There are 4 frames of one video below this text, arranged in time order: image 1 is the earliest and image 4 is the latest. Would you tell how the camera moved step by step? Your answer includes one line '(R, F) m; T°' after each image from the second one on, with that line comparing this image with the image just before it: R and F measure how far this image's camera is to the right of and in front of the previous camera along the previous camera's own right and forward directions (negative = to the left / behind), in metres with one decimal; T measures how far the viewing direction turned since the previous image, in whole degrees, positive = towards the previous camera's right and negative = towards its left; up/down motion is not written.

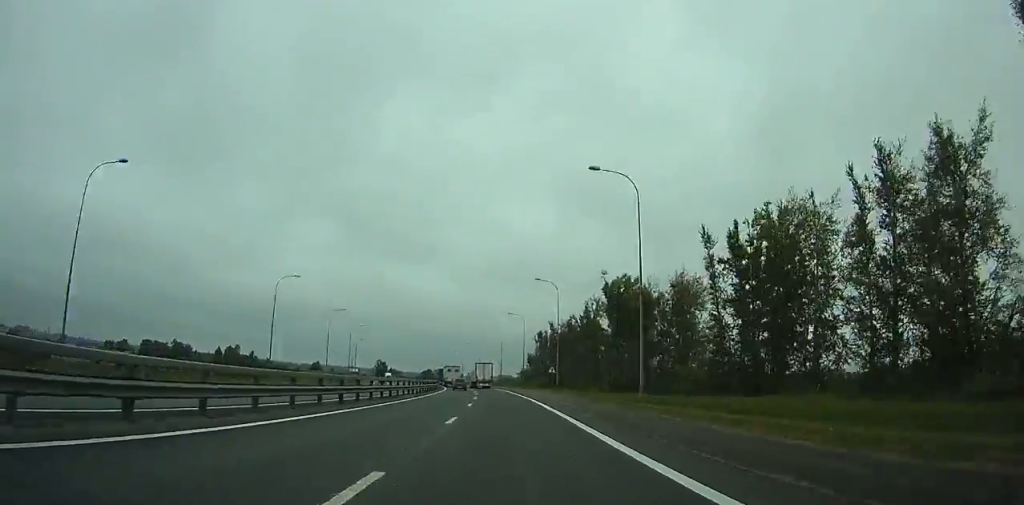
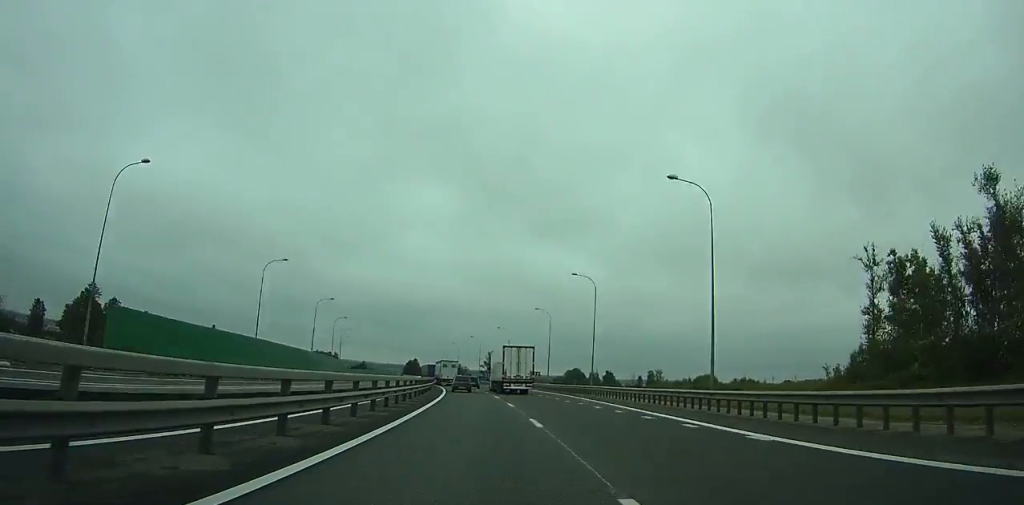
(-16.2, +178.9) m; -13°
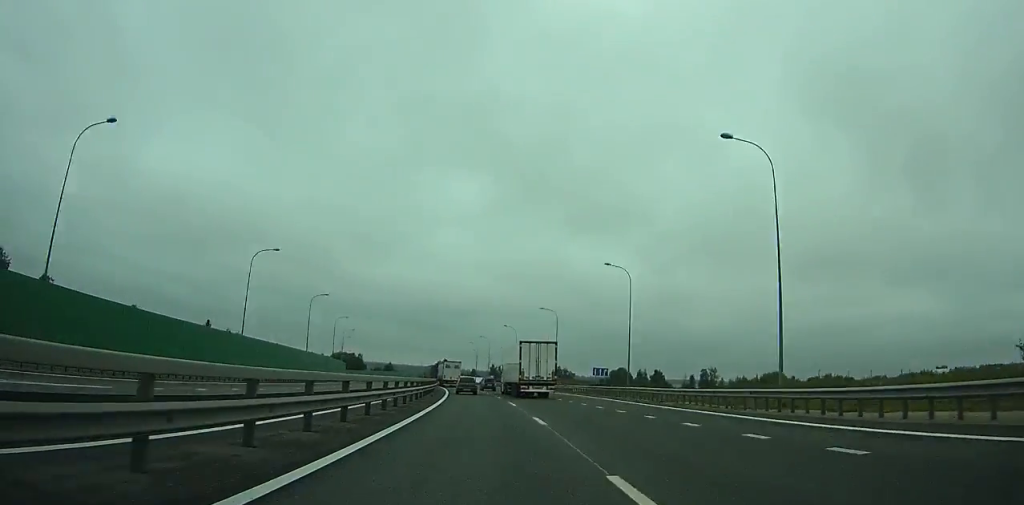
(+0.1, +34.5) m; -4°
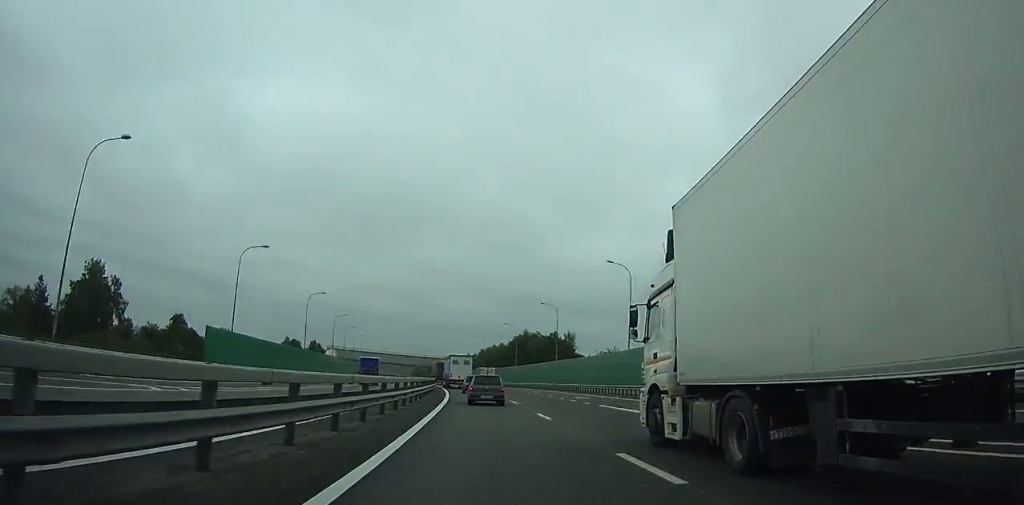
(-48.3, +226.2) m; -22°
